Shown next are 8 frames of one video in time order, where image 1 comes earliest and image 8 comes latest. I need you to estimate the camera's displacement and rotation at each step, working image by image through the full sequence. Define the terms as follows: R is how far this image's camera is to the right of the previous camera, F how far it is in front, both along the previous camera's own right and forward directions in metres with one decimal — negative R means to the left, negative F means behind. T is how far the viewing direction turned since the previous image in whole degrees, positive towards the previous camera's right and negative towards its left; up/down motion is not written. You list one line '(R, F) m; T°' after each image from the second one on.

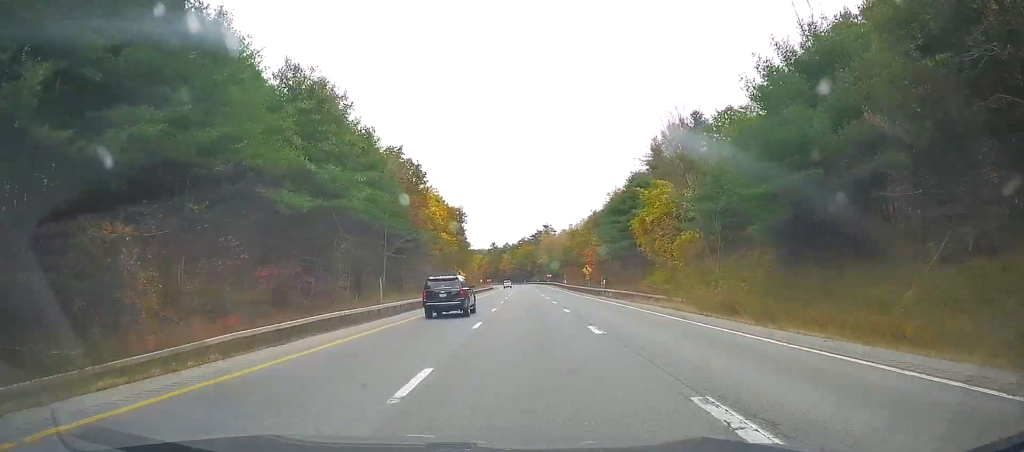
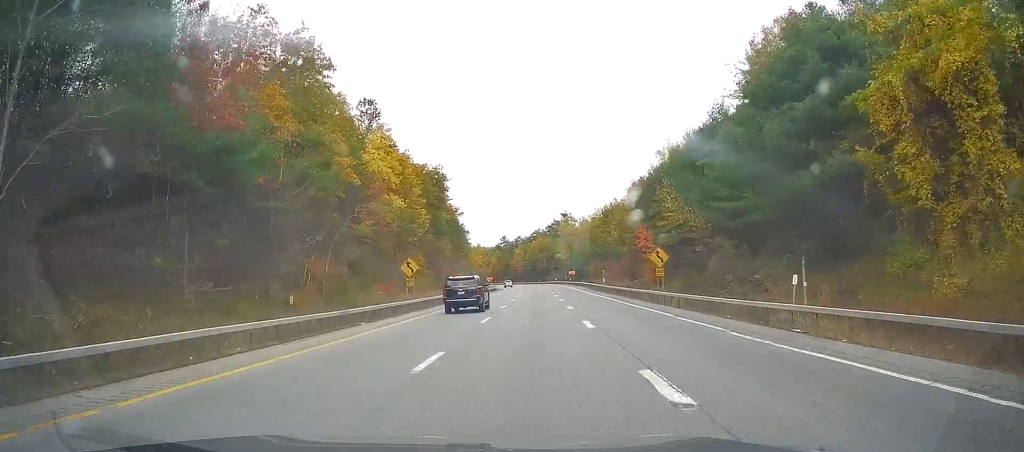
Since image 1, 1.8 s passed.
(-0.3, +45.0) m; -2°
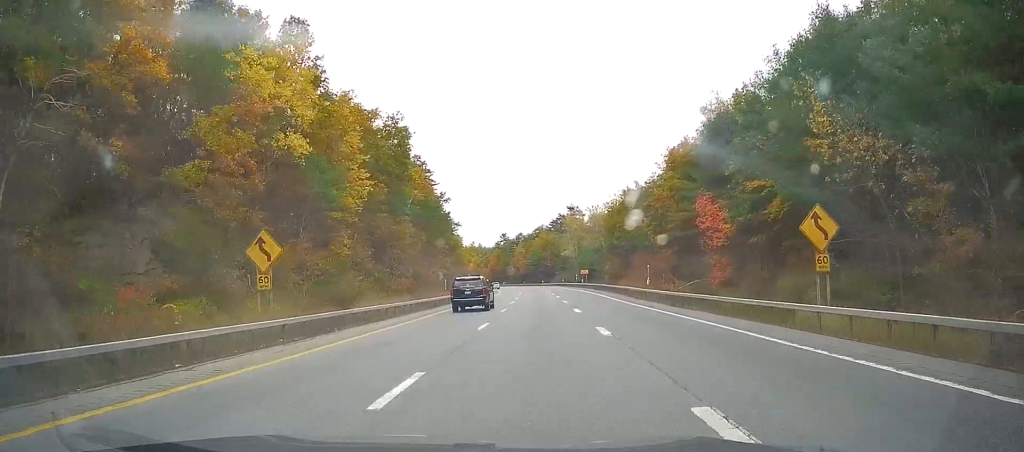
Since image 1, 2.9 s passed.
(-0.5, +26.6) m; -2°
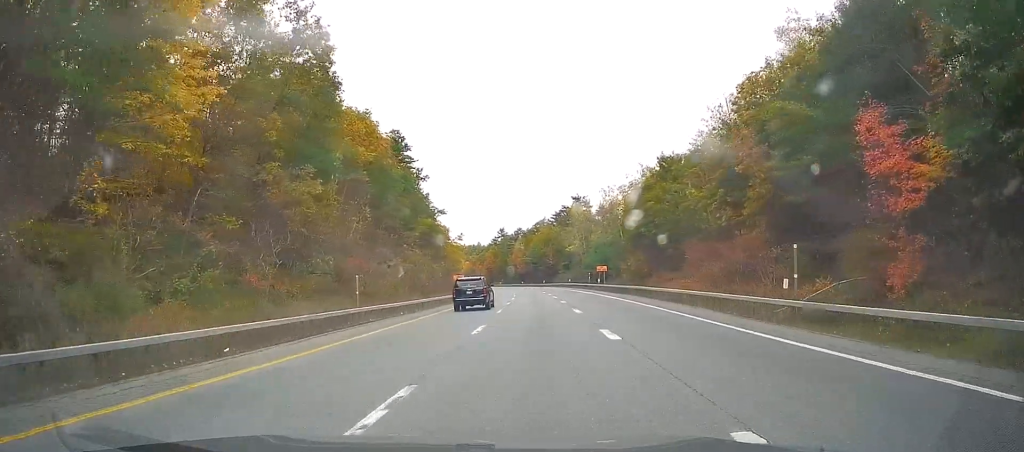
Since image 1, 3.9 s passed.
(-0.3, +25.0) m; -1°
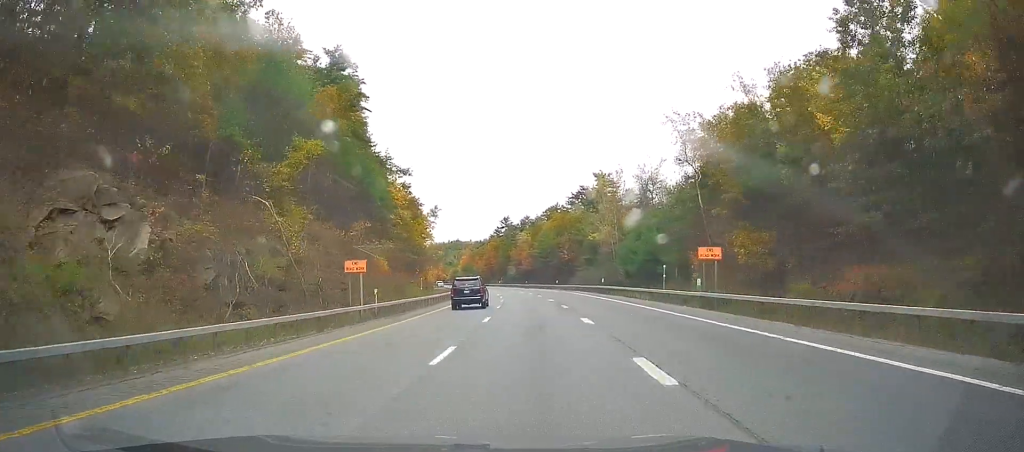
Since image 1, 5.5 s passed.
(+0.3, +42.9) m; 0°
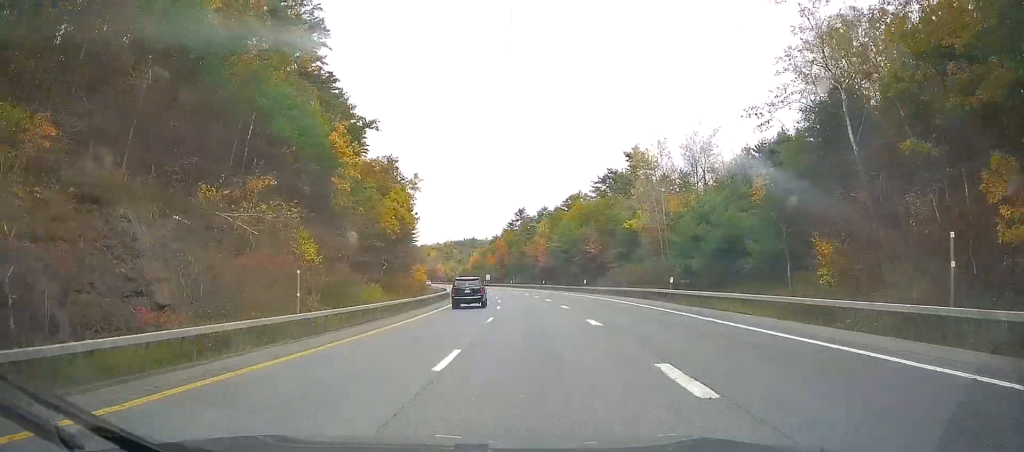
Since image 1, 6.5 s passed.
(-0.2, +25.3) m; 0°
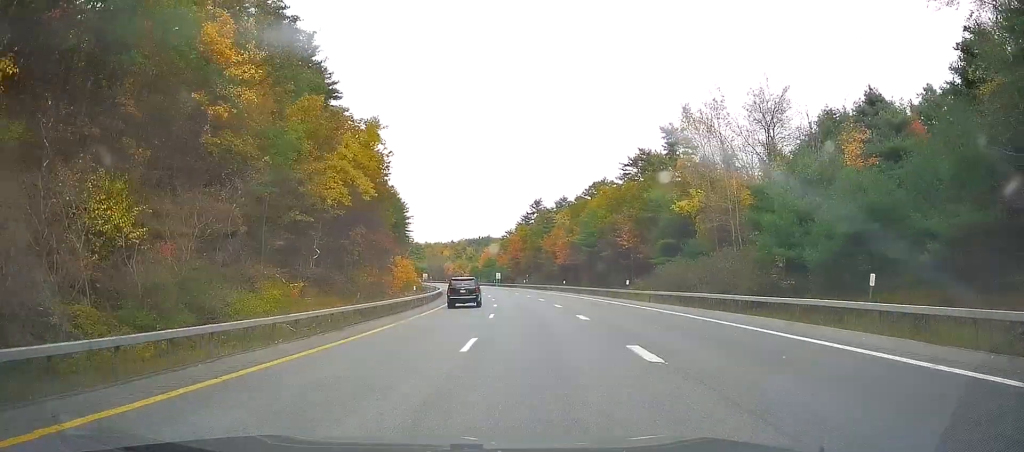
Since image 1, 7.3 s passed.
(+0.3, +21.2) m; -1°
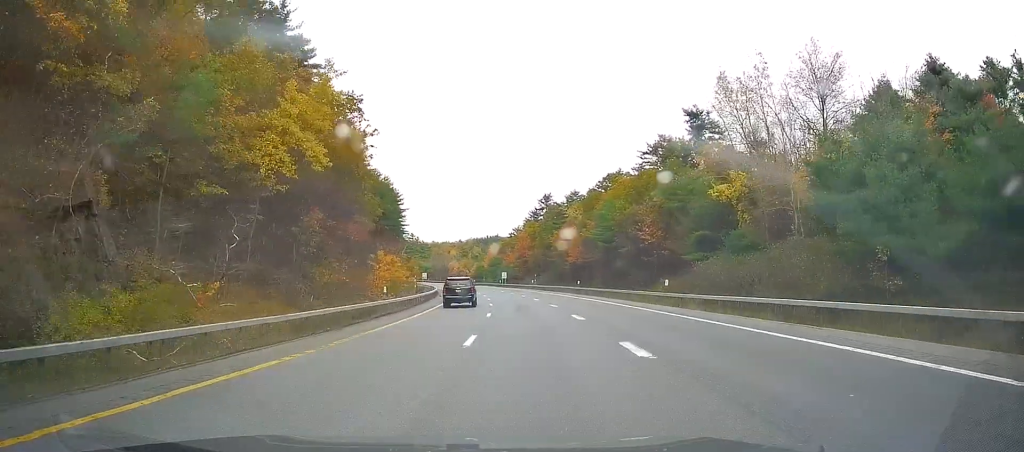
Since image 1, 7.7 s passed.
(-0.2, +11.2) m; -1°
